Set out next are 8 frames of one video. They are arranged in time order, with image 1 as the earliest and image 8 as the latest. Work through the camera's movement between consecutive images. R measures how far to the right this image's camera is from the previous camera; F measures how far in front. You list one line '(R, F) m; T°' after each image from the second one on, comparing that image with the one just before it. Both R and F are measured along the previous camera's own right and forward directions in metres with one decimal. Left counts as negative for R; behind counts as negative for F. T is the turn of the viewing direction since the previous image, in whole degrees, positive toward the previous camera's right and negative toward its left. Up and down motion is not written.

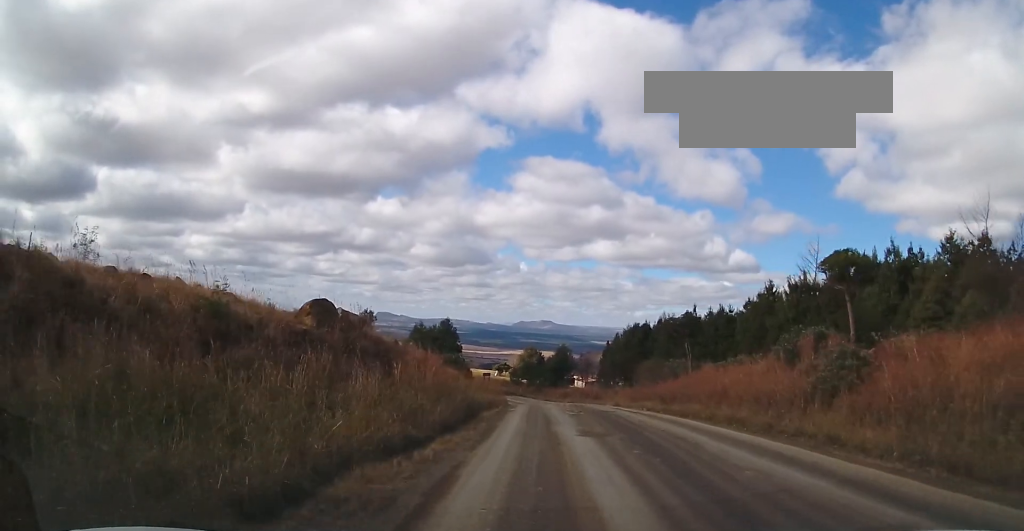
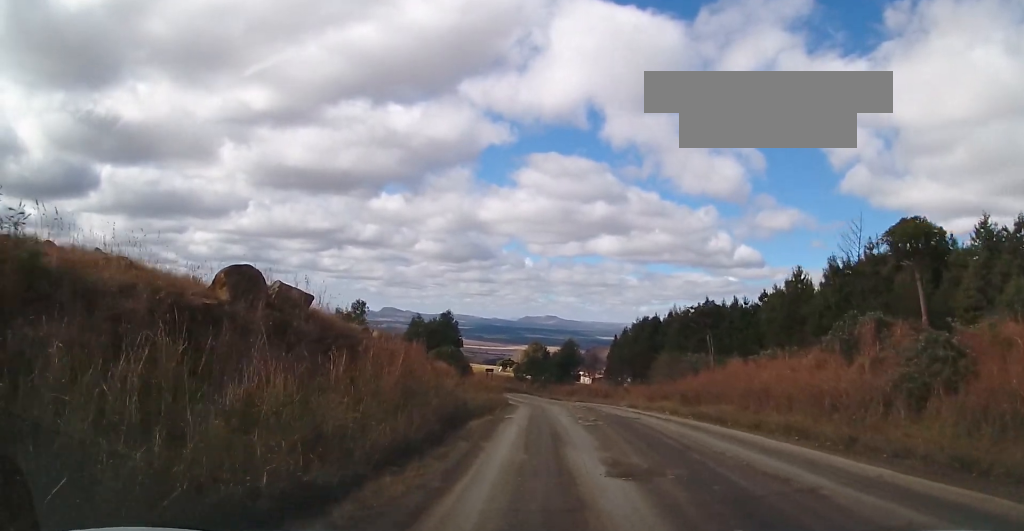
(0.0, +5.9) m; 0°
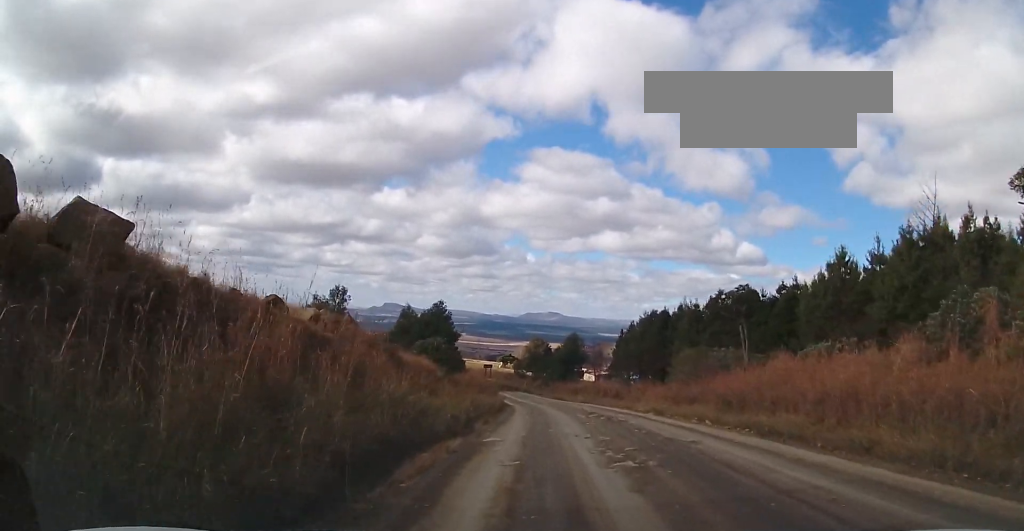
(+0.1, +8.6) m; -1°
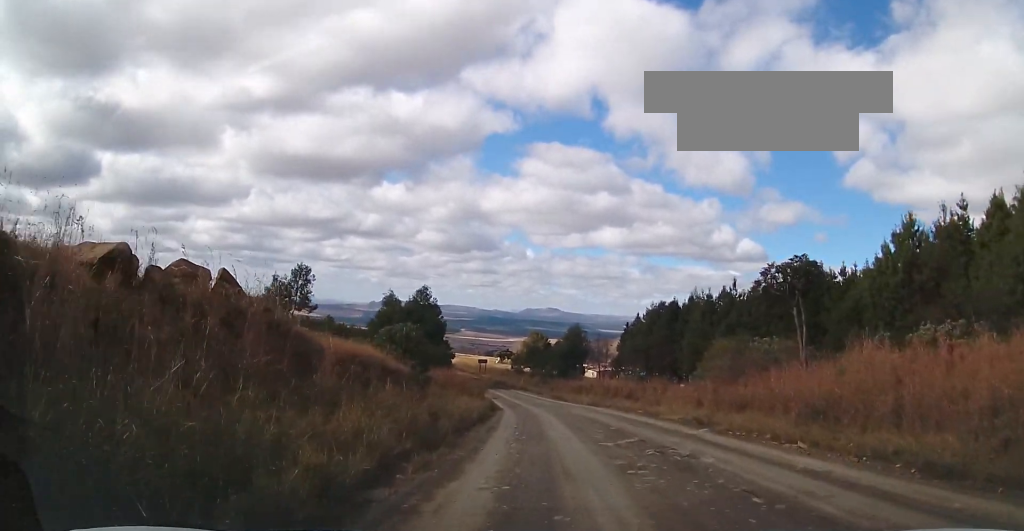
(-0.2, +9.6) m; -2°
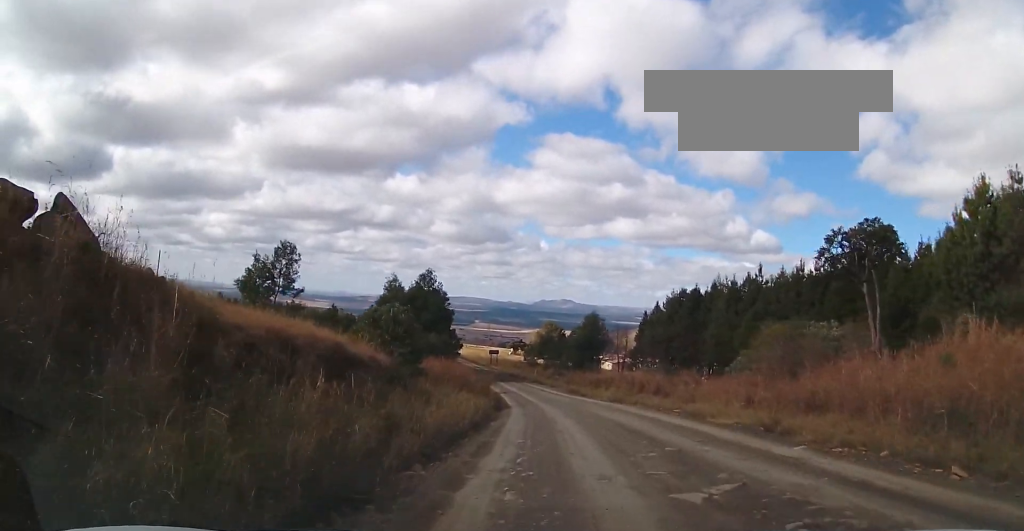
(-0.1, +5.9) m; -1°
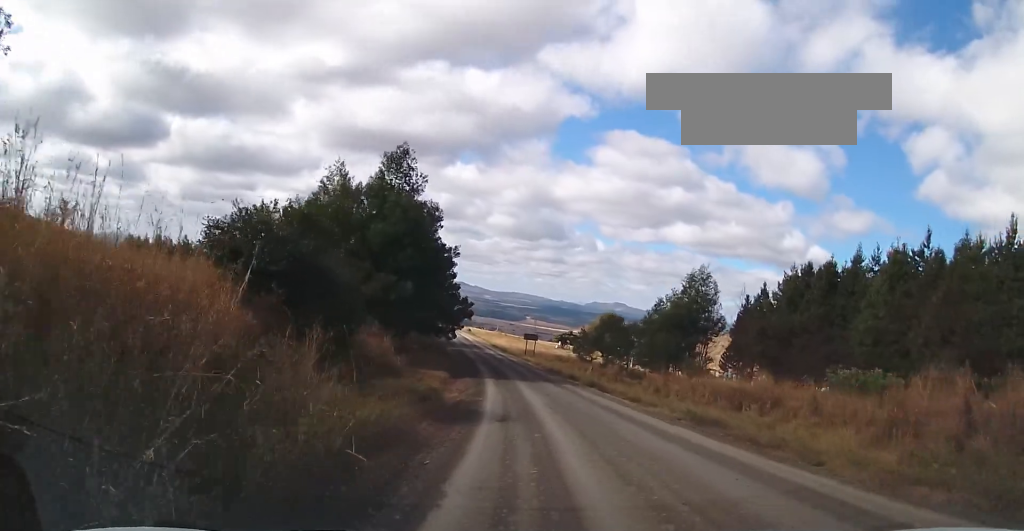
(-1.4, +31.1) m; -6°
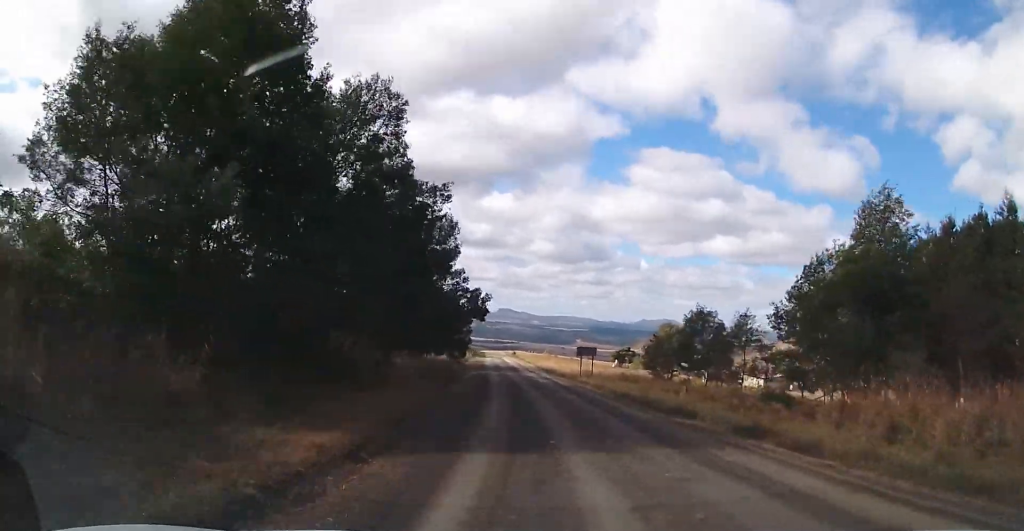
(-0.5, +19.6) m; -5°
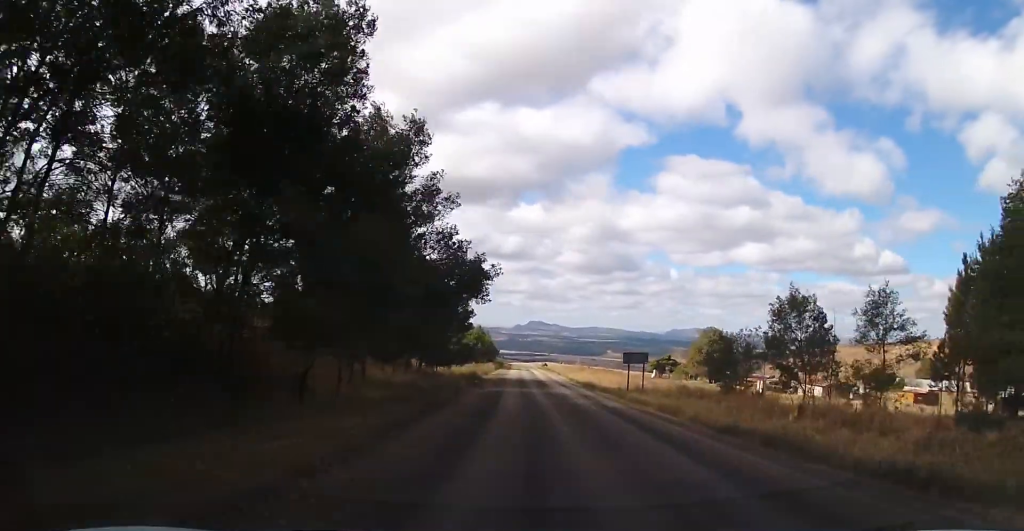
(-0.5, +12.3) m; -4°
